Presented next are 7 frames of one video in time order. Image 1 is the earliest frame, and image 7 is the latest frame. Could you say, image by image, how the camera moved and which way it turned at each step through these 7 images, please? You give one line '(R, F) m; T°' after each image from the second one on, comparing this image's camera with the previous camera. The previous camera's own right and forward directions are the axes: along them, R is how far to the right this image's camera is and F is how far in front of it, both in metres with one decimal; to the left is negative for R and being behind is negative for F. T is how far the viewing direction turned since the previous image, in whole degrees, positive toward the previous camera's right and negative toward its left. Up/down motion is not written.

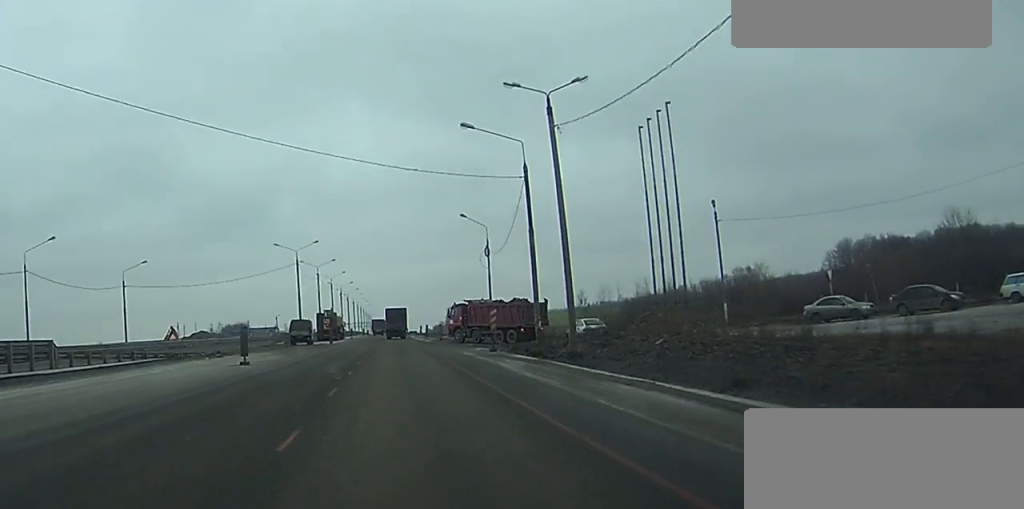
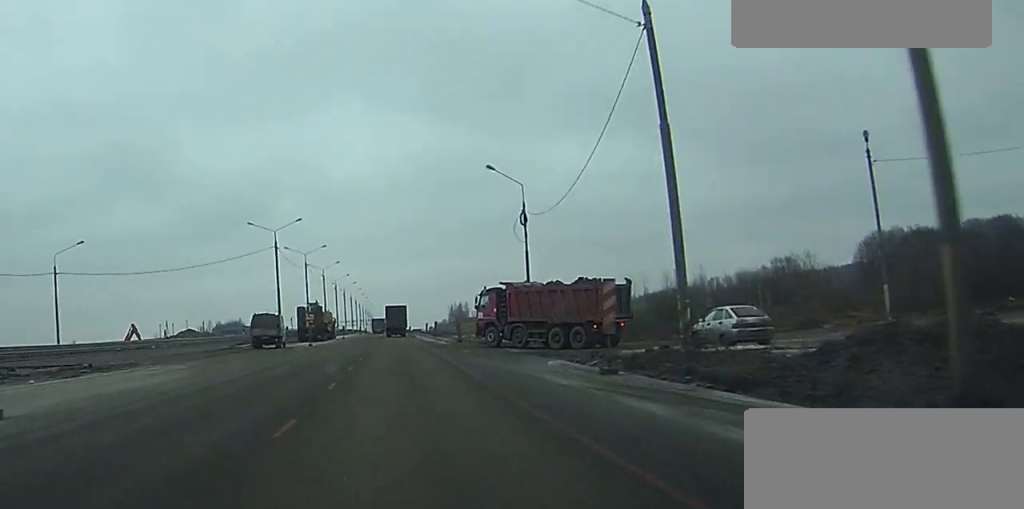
(-0.4, +22.2) m; 0°
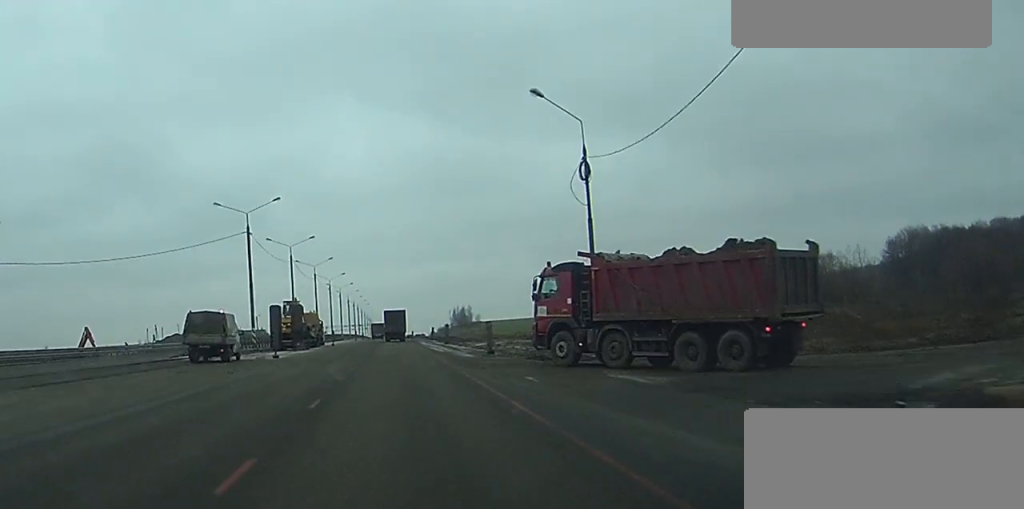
(+0.3, +17.6) m; +1°
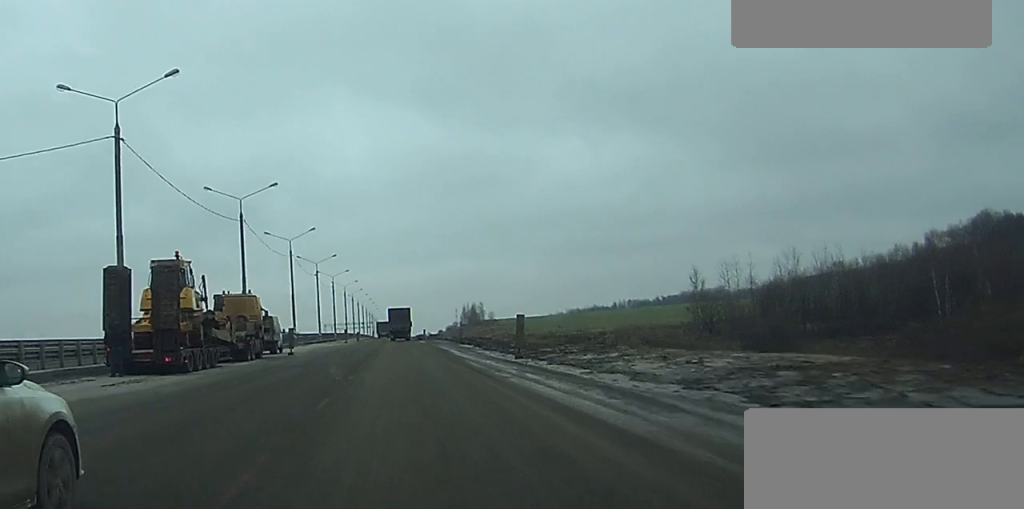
(-0.3, +43.6) m; -1°
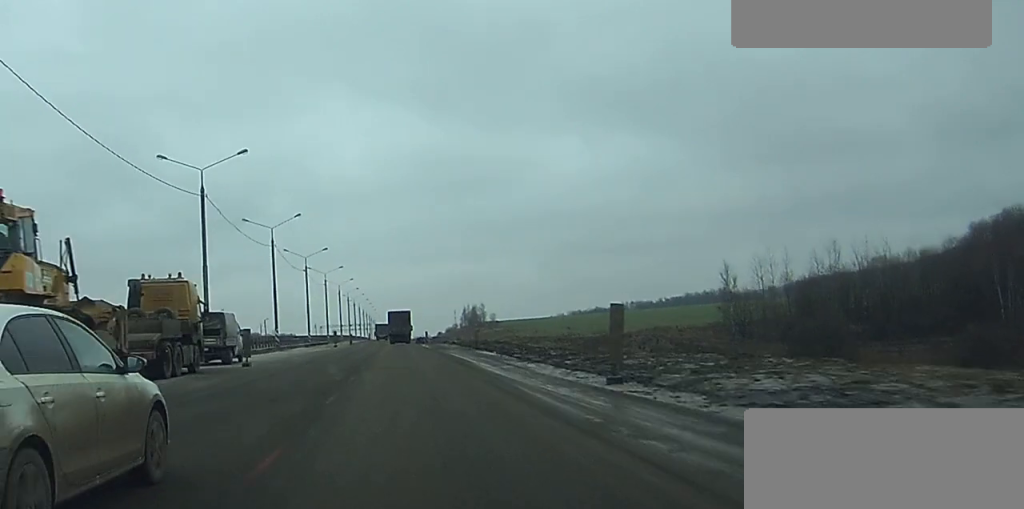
(0.0, +16.2) m; 0°
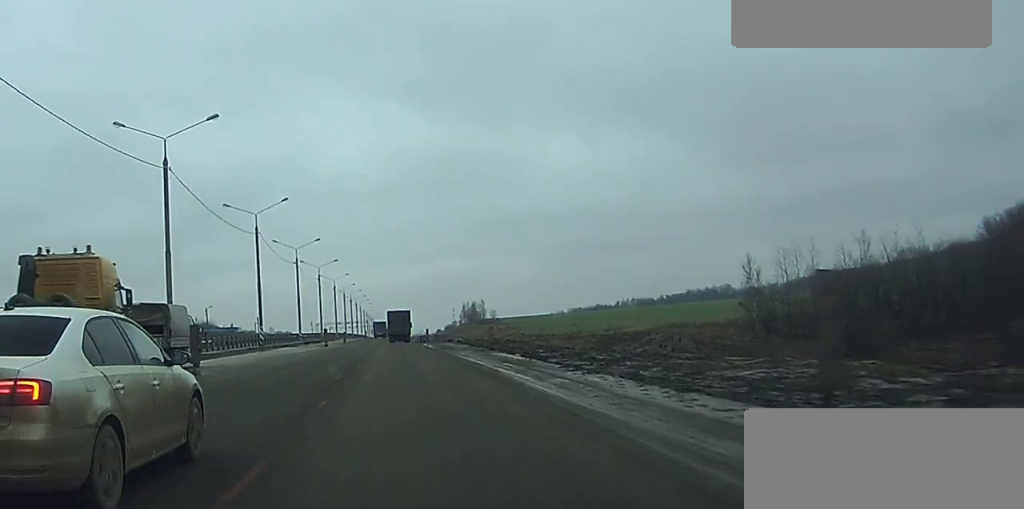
(0.0, +10.1) m; 0°
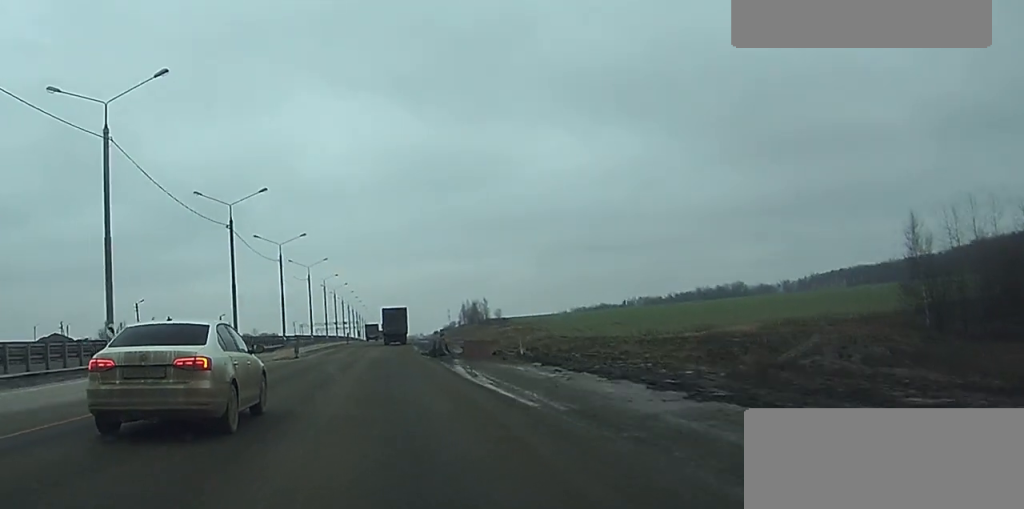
(0.0, +43.7) m; 0°
